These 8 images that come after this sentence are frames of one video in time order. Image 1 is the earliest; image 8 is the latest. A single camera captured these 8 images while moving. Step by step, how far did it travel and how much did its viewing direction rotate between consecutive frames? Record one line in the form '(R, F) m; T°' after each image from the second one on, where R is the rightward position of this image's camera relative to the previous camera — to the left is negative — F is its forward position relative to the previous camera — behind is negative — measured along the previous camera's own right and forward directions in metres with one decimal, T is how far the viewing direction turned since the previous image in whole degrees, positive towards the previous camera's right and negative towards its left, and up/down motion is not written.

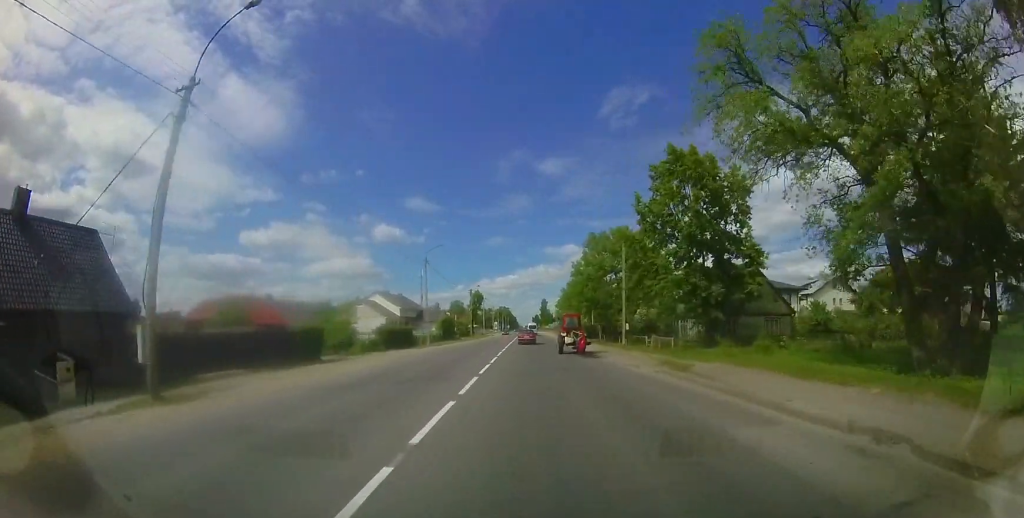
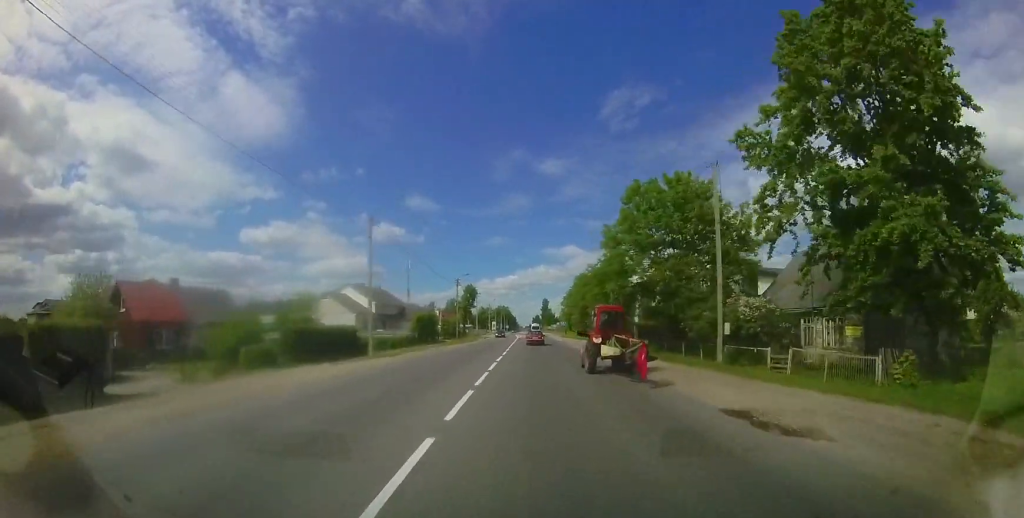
(+0.1, +14.6) m; +1°
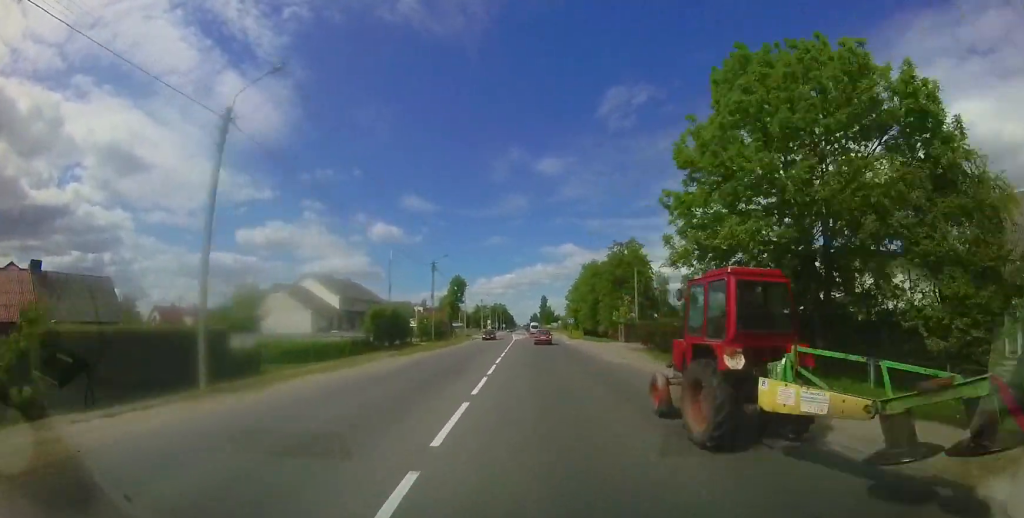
(0.0, +13.1) m; 0°
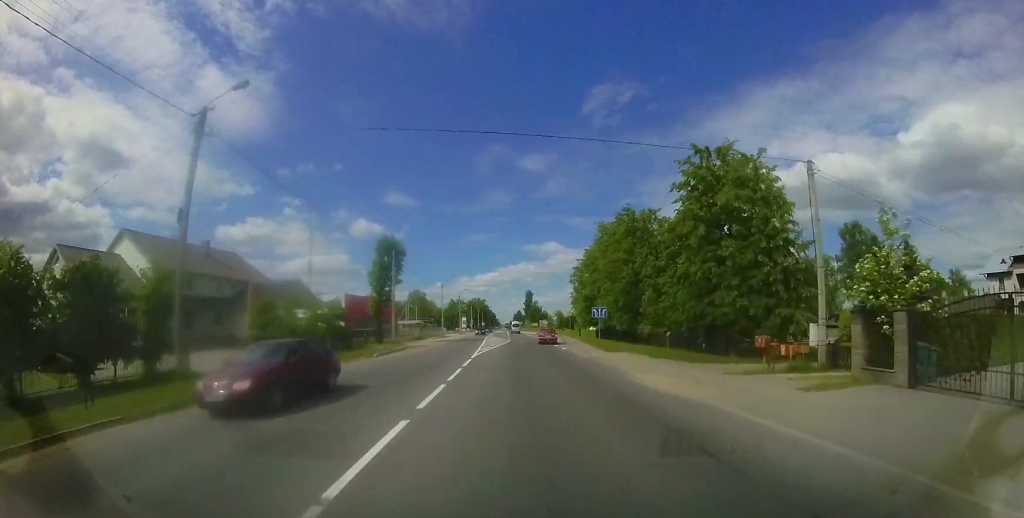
(0.0, +30.5) m; 0°
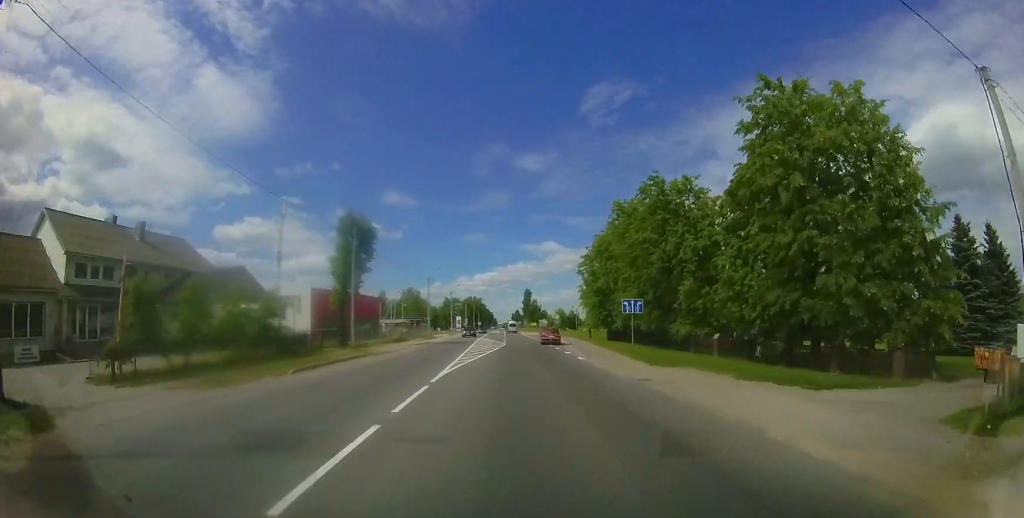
(-0.1, +8.4) m; +1°
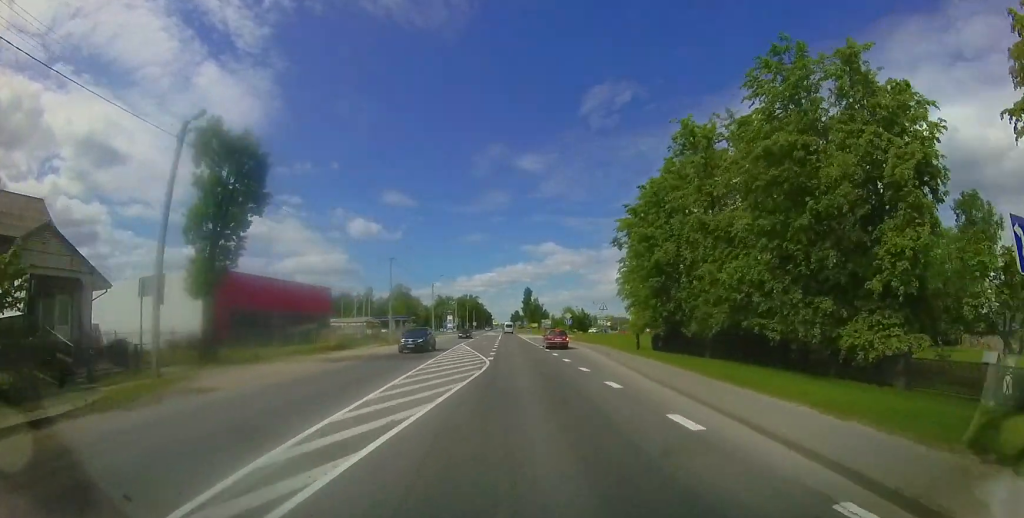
(+0.3, +16.2) m; +1°
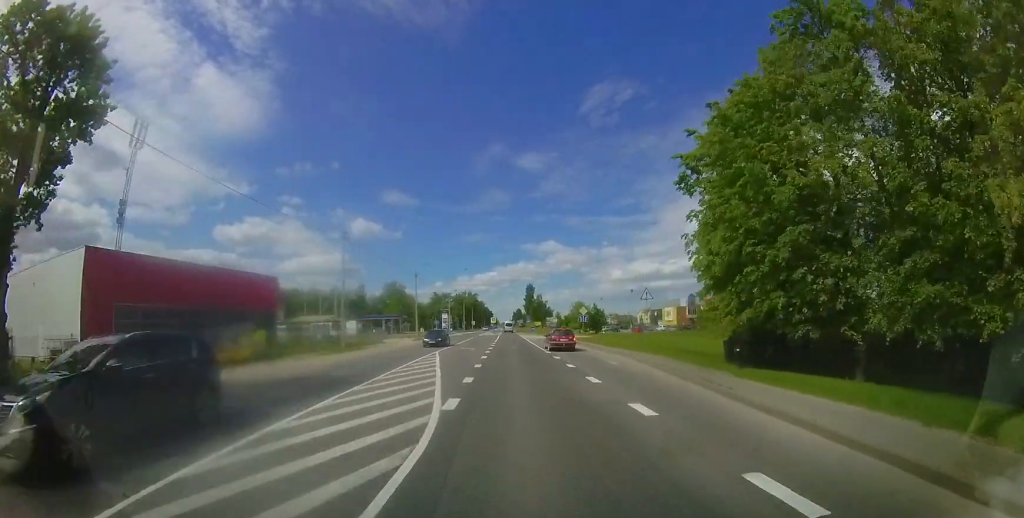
(+0.1, +11.3) m; 0°
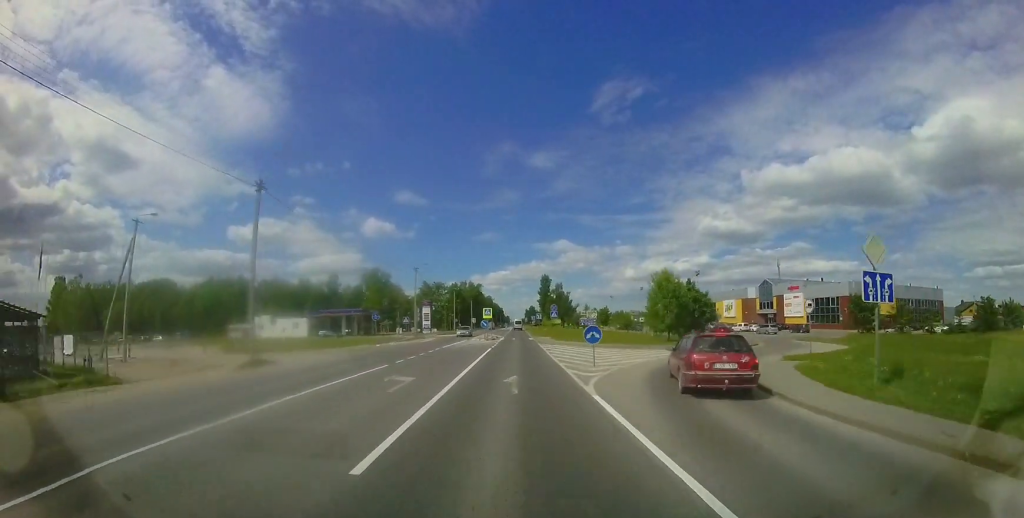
(-0.4, +35.3) m; -1°
